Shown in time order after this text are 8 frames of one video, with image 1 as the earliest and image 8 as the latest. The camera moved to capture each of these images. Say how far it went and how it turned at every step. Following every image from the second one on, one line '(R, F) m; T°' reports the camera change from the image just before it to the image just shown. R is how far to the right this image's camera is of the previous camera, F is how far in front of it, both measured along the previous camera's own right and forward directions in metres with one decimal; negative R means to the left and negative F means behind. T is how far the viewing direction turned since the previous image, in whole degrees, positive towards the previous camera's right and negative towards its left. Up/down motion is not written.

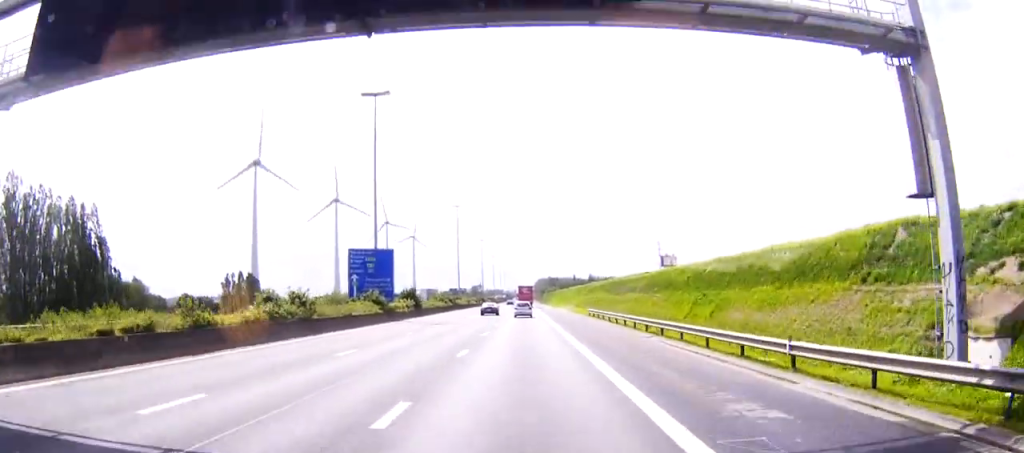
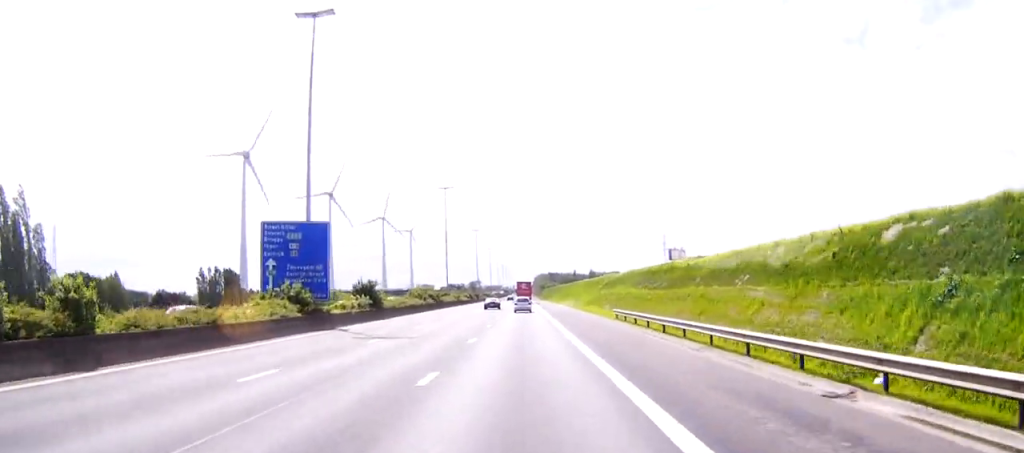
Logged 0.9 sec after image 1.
(0.0, +20.7) m; 0°
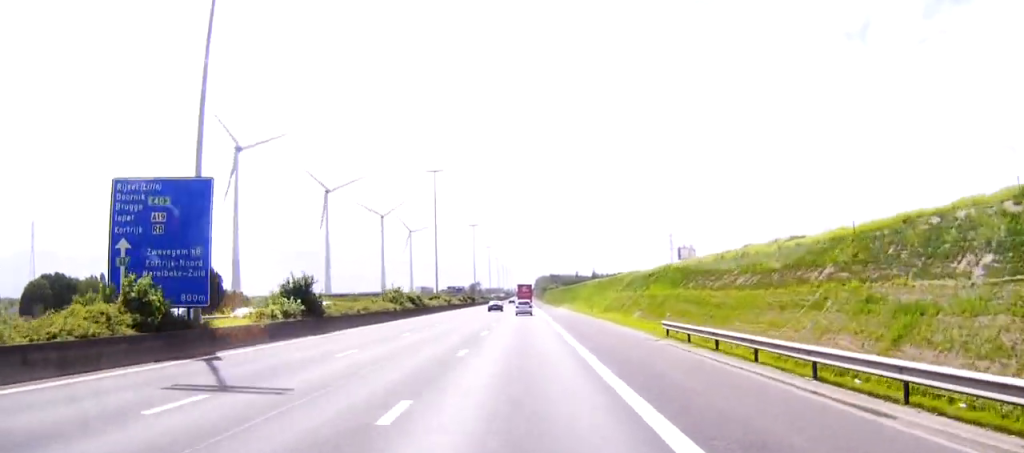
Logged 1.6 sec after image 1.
(0.0, +16.7) m; 0°
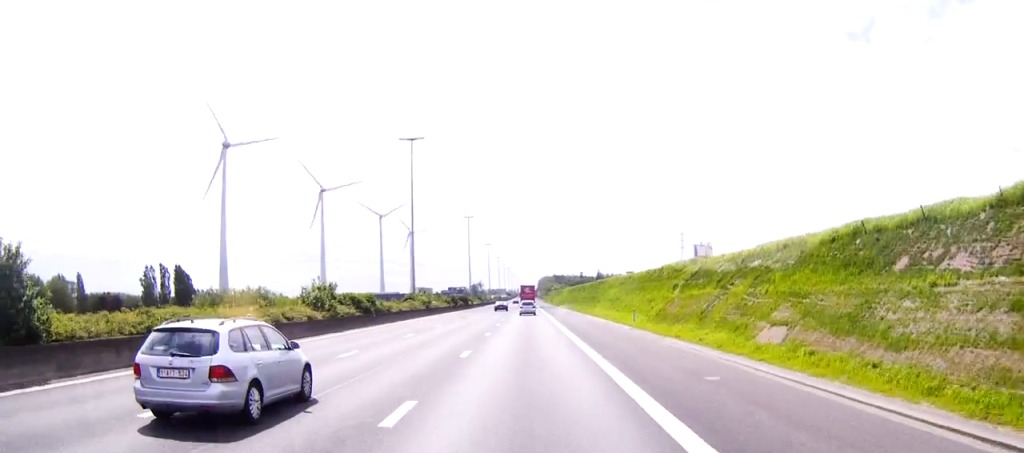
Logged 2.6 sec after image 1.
(0.0, +25.5) m; 0°
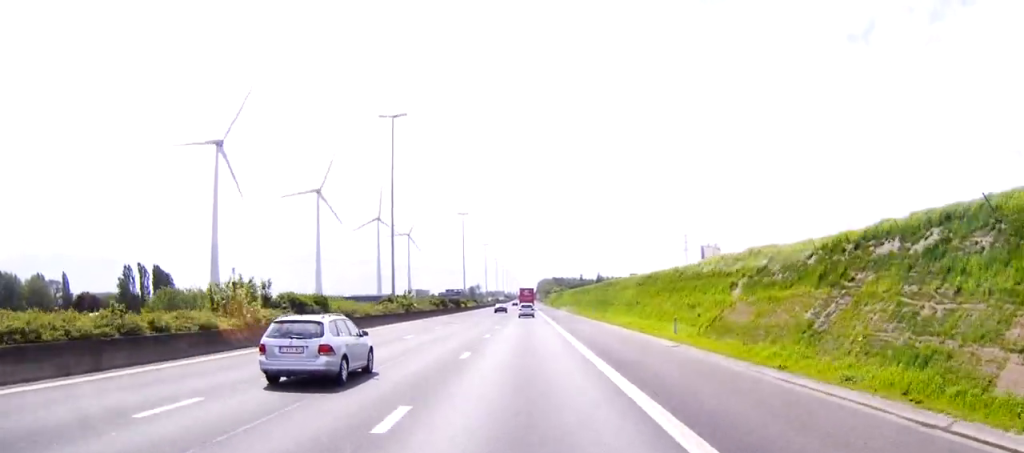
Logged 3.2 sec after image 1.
(0.0, +12.7) m; 0°
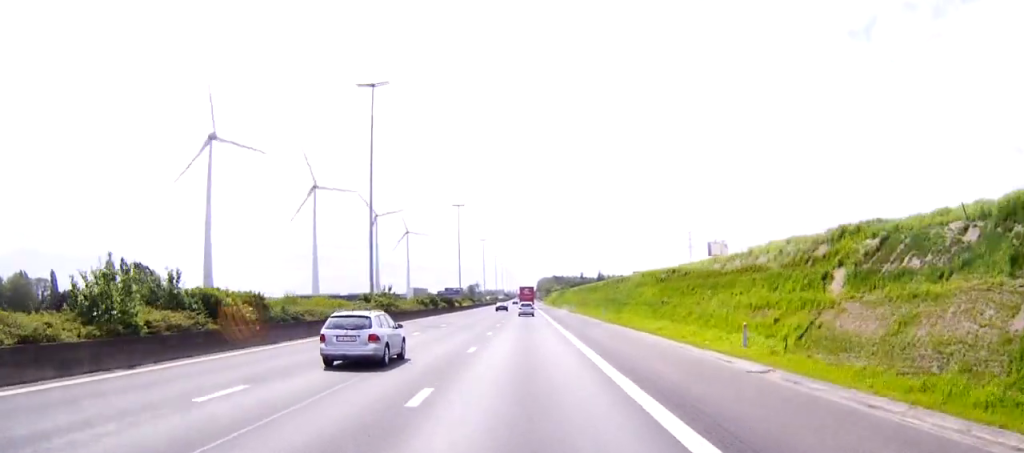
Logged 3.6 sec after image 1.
(0.0, +10.4) m; 0°
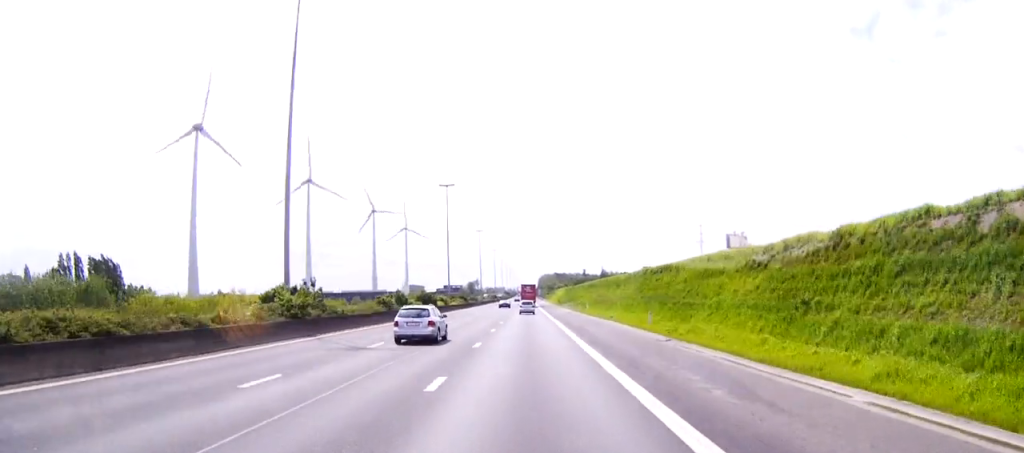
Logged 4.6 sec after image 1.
(0.0, +23.1) m; 0°
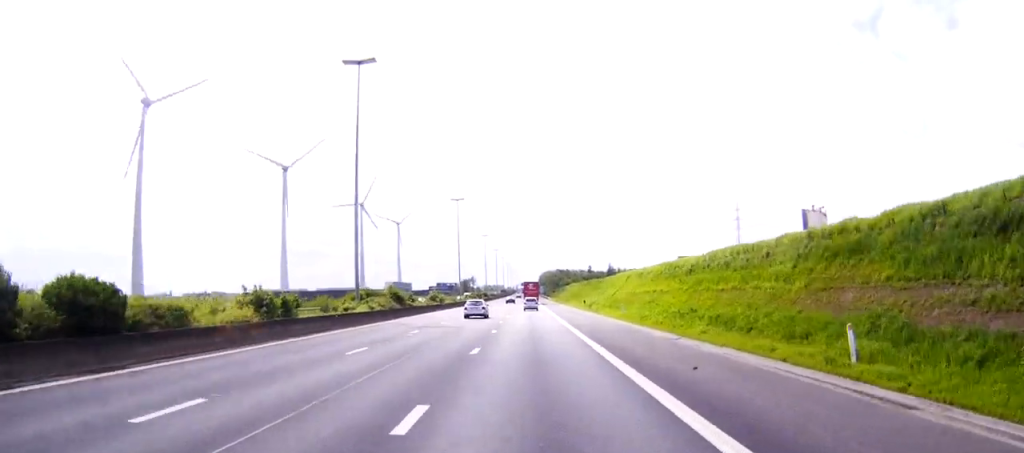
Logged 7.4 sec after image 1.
(+0.1, +67.7) m; 0°
